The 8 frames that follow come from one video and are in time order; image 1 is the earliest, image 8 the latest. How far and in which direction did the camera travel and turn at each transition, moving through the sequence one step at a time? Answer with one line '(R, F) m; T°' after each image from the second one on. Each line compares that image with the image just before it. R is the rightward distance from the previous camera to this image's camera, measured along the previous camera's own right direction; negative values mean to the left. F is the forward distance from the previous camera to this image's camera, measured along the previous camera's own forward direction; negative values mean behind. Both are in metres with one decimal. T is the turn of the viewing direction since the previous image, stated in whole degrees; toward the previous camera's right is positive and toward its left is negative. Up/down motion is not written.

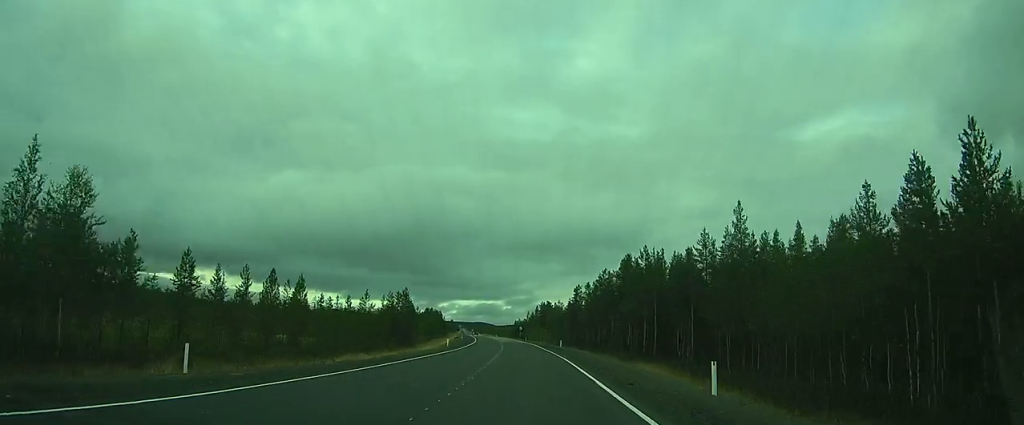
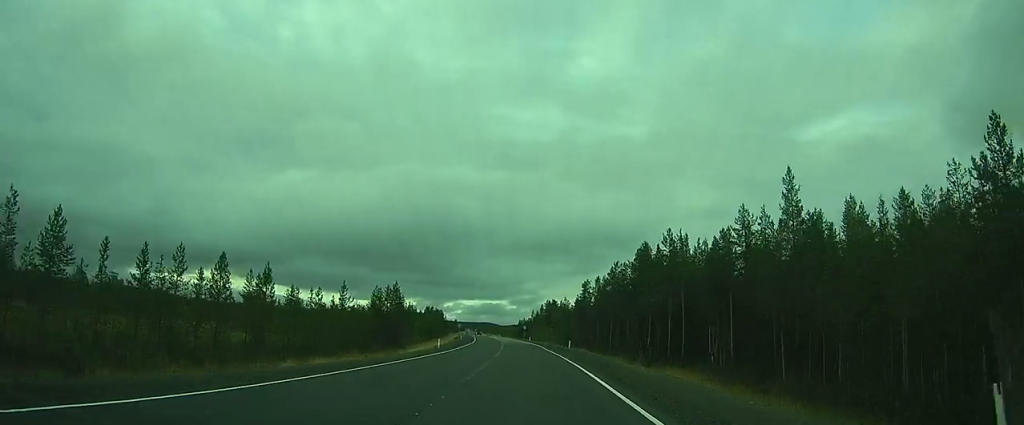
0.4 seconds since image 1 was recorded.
(-0.1, +9.0) m; 0°
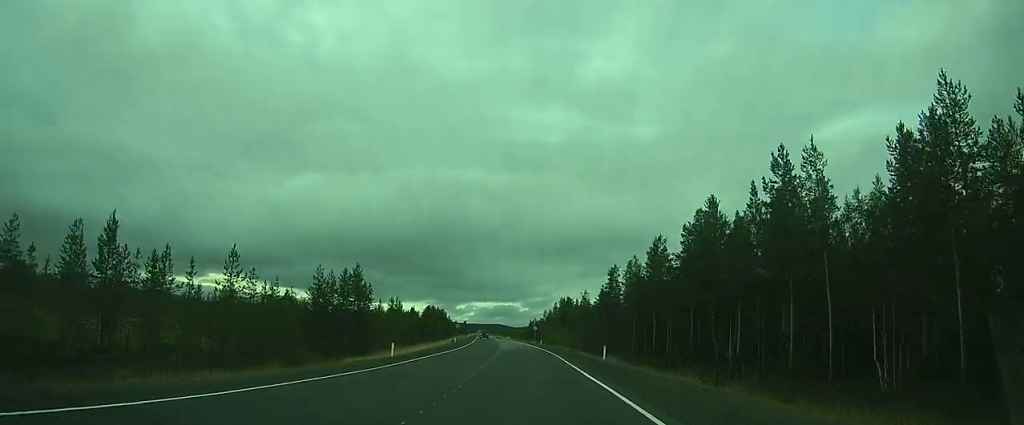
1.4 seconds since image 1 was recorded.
(-0.1, +22.4) m; 0°
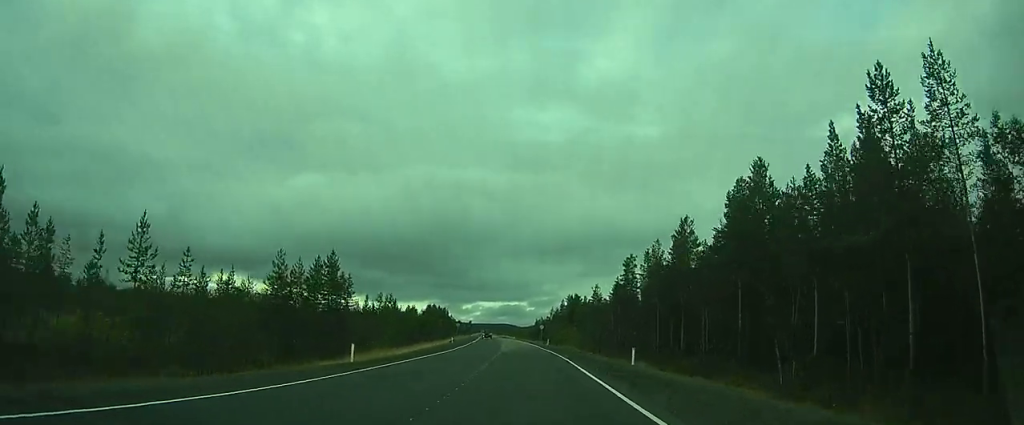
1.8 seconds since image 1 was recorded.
(0.0, +8.8) m; 0°
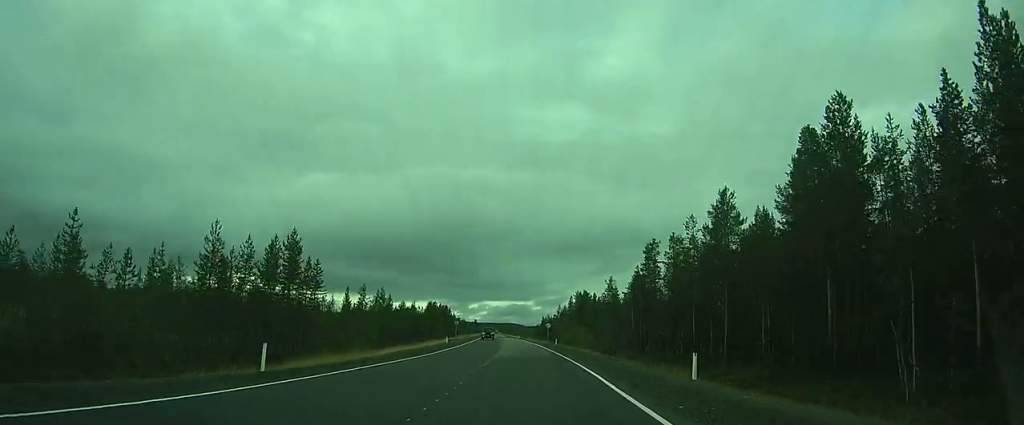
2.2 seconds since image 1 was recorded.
(0.0, +9.4) m; 0°
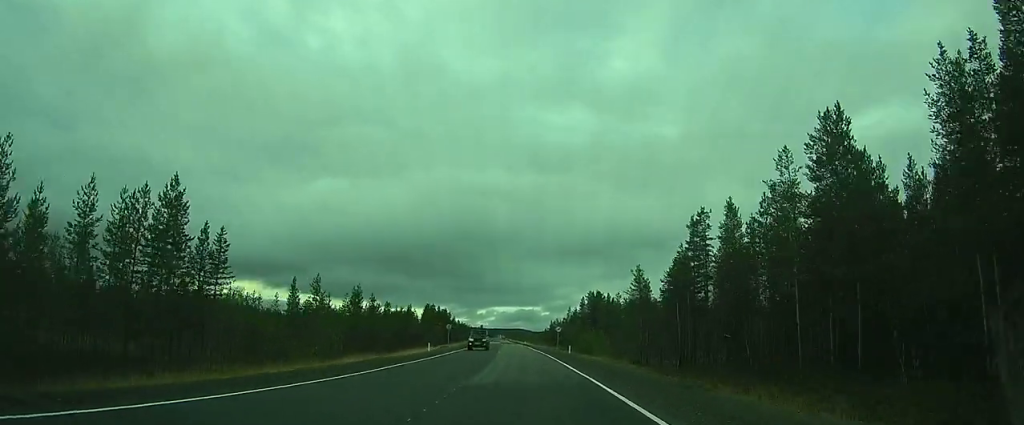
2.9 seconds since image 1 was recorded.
(0.0, +15.0) m; 0°
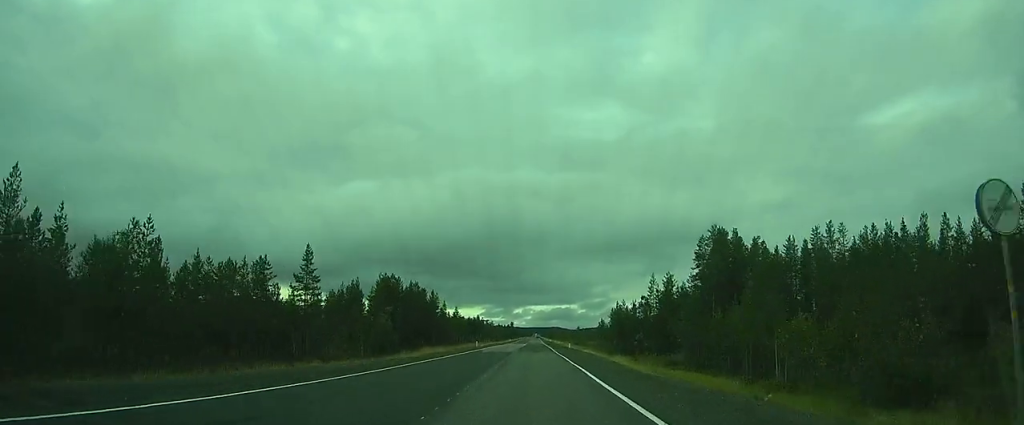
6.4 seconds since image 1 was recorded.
(+3.4, +68.7) m; +1°
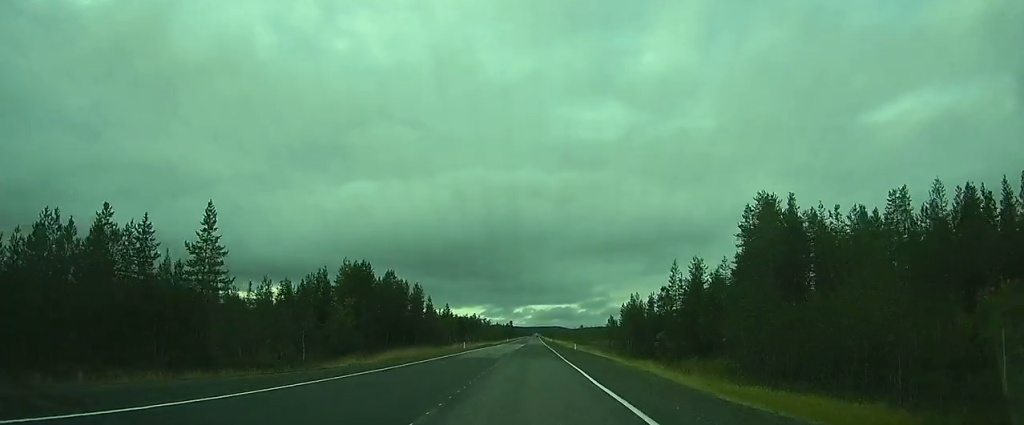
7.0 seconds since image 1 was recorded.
(-0.5, +12.7) m; -2°
